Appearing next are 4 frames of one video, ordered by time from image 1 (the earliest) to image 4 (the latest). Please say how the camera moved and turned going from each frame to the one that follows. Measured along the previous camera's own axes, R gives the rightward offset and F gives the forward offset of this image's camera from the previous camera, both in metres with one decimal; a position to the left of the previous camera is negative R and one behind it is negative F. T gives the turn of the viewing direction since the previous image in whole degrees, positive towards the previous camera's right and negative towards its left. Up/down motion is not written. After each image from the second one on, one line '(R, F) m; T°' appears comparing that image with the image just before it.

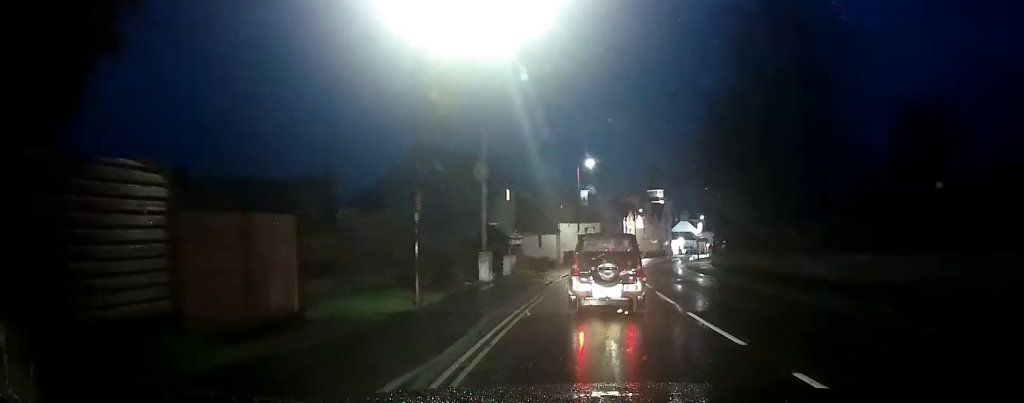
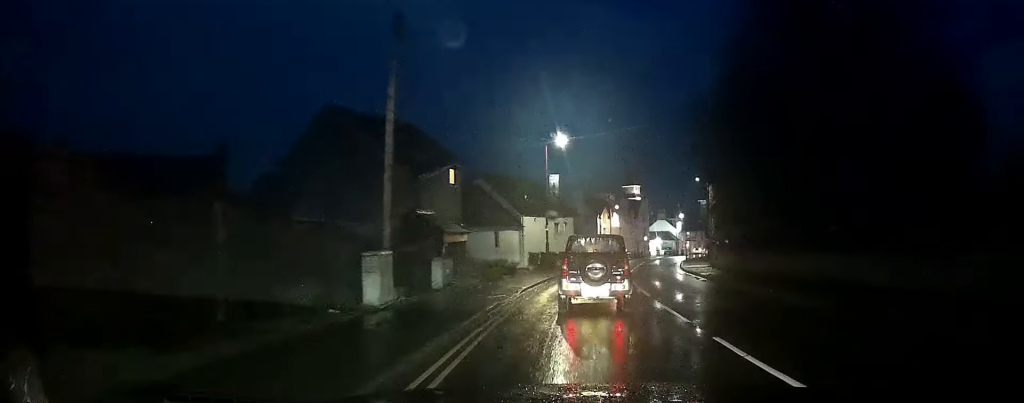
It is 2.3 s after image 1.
(+1.0, +8.2) m; +6°
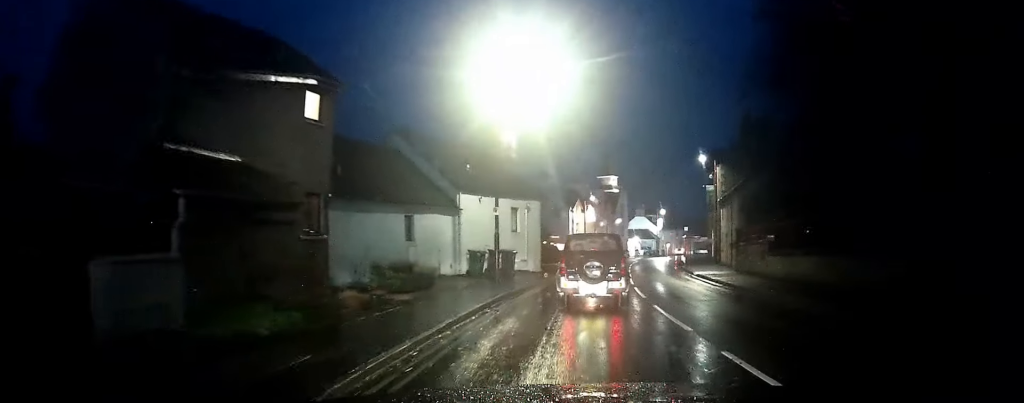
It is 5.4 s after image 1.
(-0.7, +11.6) m; -1°
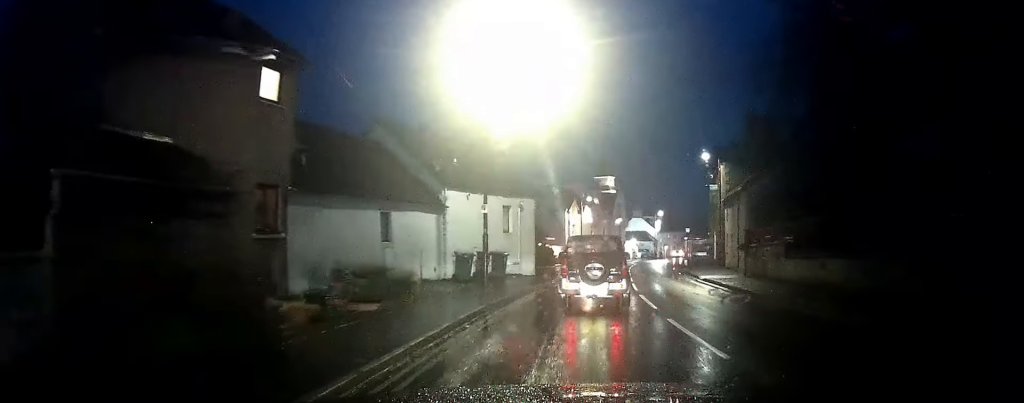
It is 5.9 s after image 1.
(+0.1, +2.0) m; +2°
